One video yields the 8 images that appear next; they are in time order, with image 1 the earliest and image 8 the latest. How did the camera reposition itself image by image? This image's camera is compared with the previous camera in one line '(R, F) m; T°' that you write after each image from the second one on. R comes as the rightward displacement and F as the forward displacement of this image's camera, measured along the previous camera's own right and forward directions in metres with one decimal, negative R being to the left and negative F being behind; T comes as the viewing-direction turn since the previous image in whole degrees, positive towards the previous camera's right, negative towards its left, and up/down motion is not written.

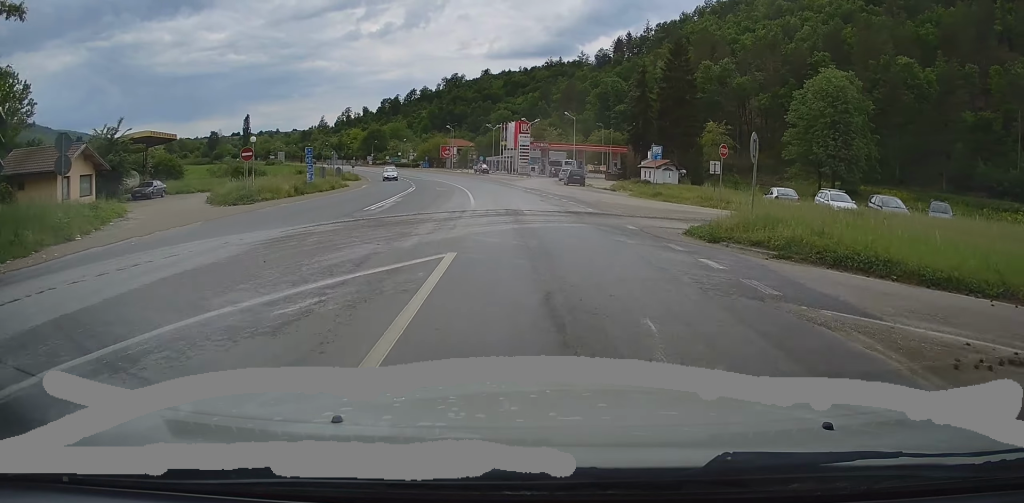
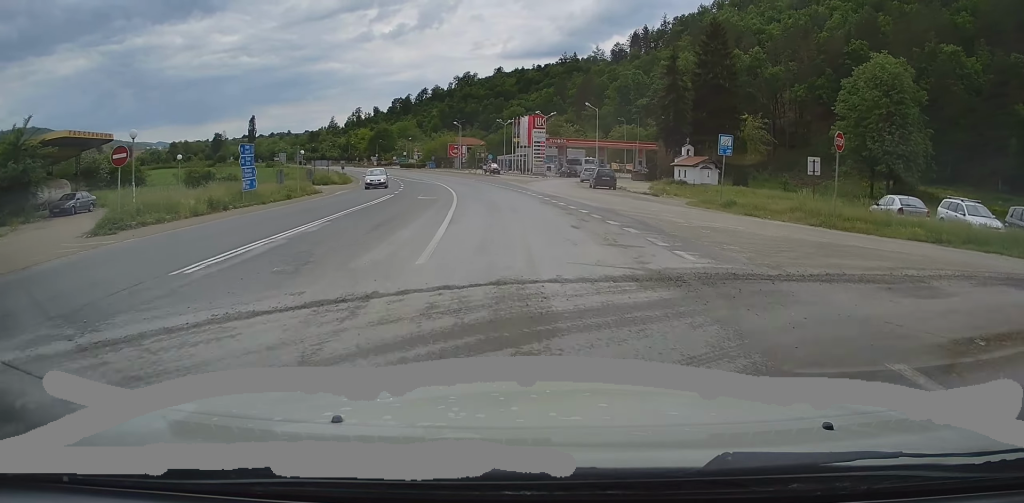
(+0.1, +11.9) m; 0°
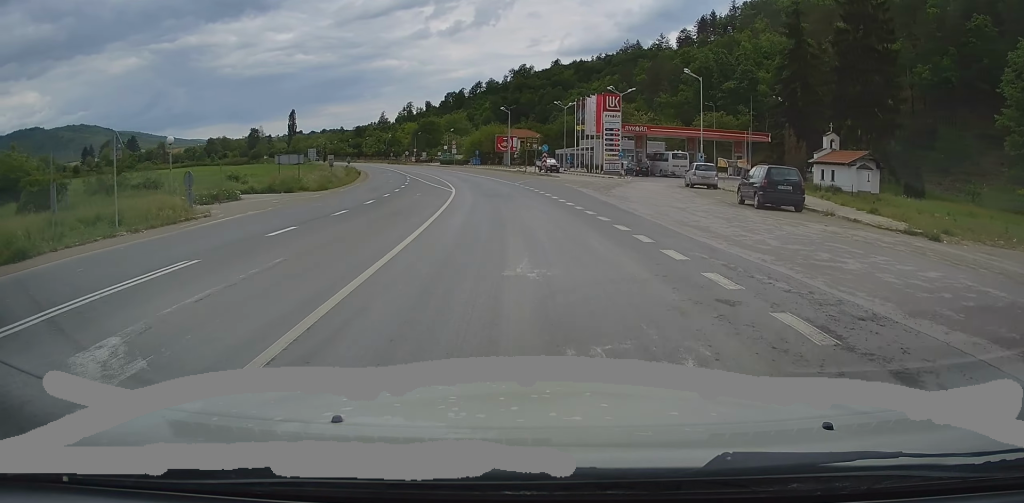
(-0.6, +24.7) m; -6°
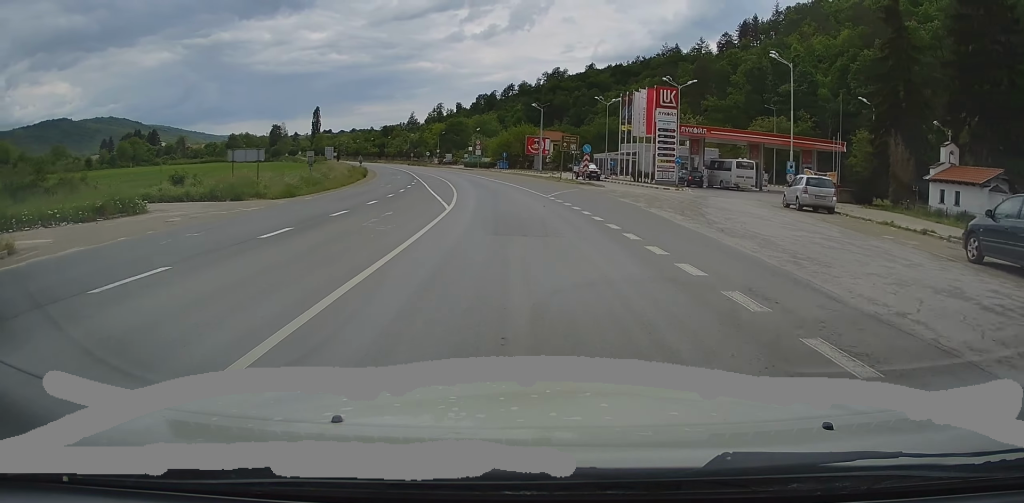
(-0.8, +12.5) m; -3°
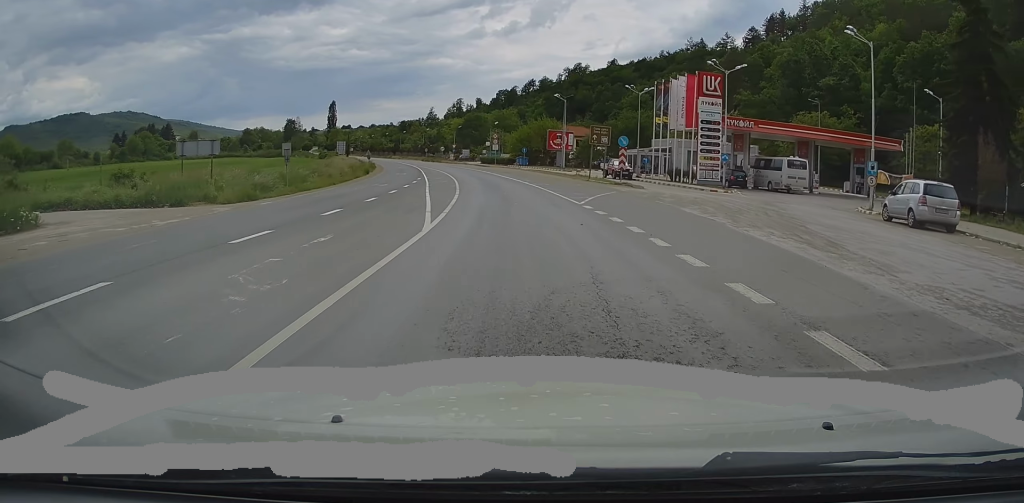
(-0.1, +7.7) m; -1°
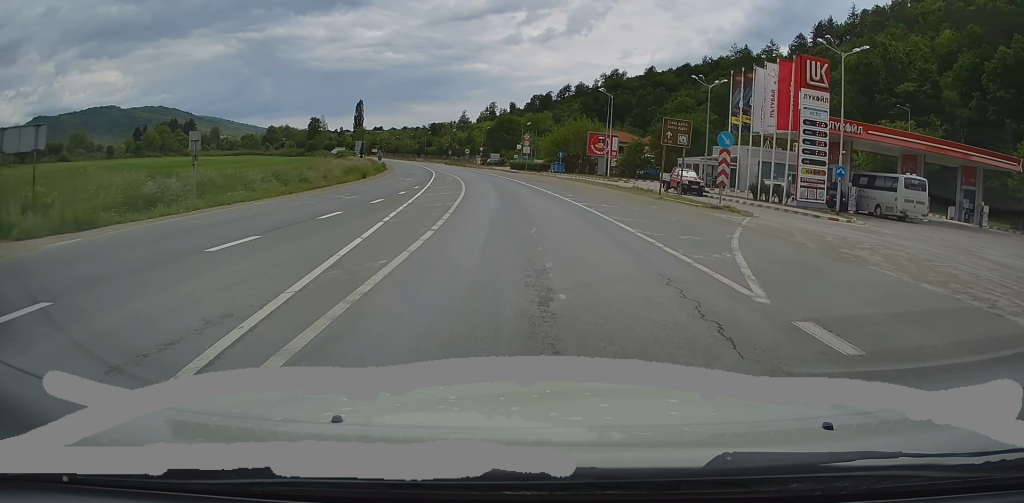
(0.0, +13.5) m; -2°
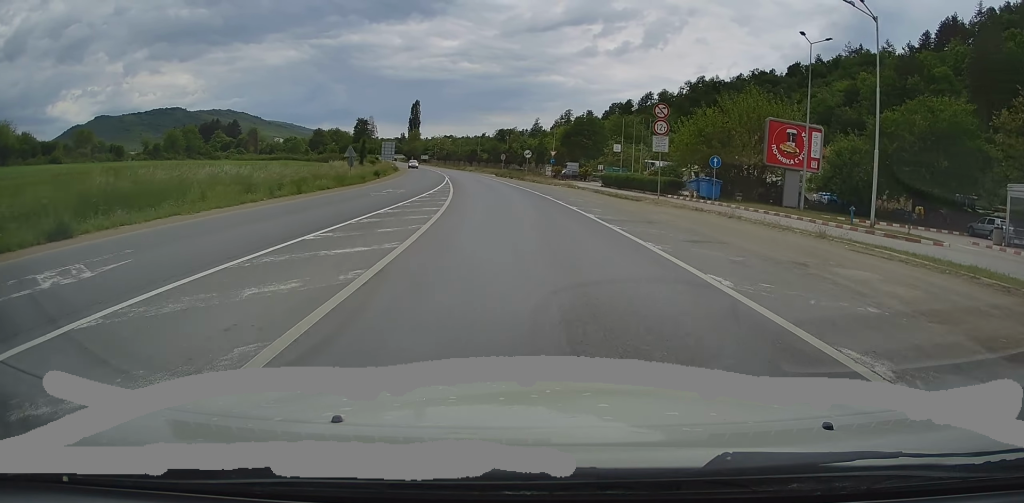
(-2.2, +42.2) m; -7°
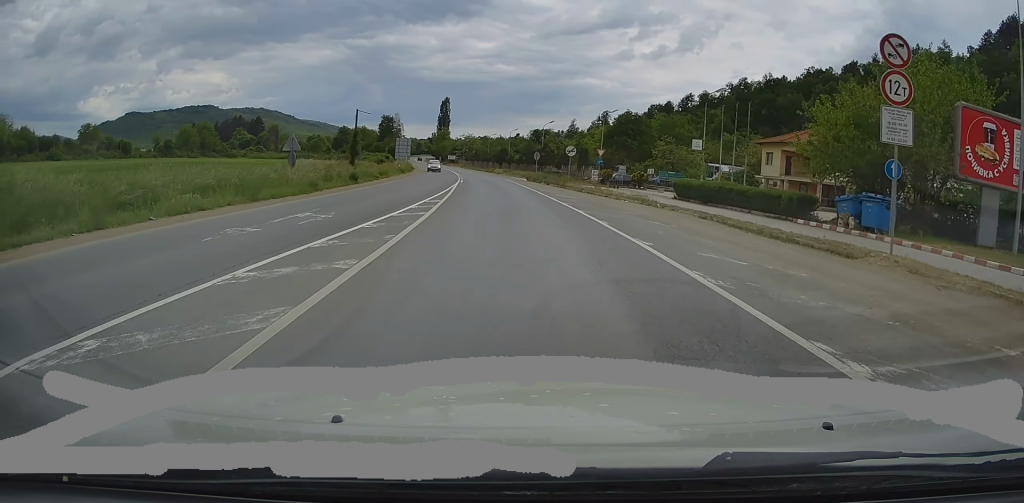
(-0.6, +16.7) m; -3°
